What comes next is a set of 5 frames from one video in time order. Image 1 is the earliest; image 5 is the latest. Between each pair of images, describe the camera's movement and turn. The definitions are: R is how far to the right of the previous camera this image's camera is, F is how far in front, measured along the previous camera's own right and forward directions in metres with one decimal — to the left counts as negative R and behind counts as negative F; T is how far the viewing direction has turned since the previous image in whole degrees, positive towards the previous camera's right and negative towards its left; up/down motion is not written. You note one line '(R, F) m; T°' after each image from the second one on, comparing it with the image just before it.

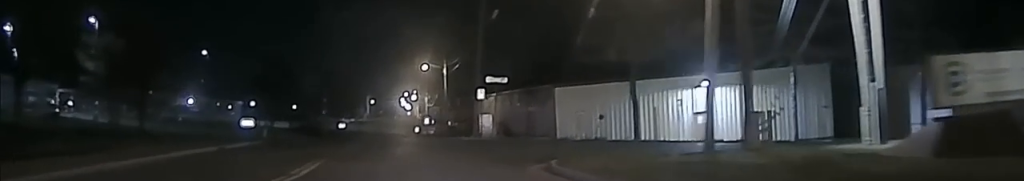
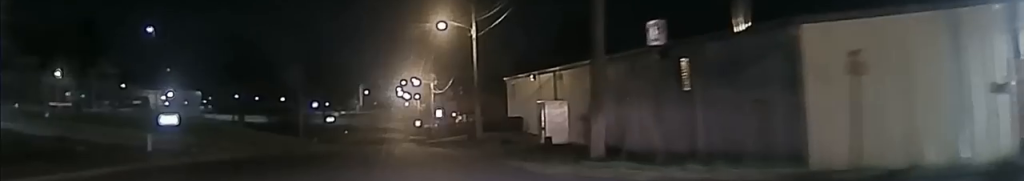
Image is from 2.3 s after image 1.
(+1.1, +35.1) m; 0°
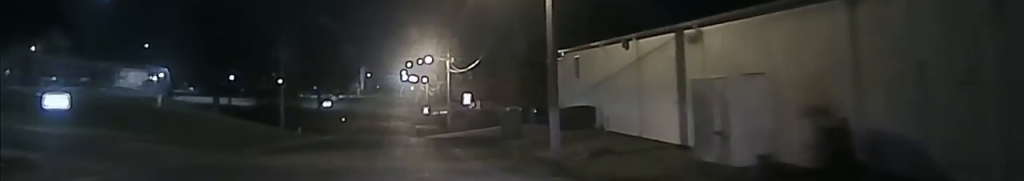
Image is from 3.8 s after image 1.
(-0.6, +22.1) m; 0°
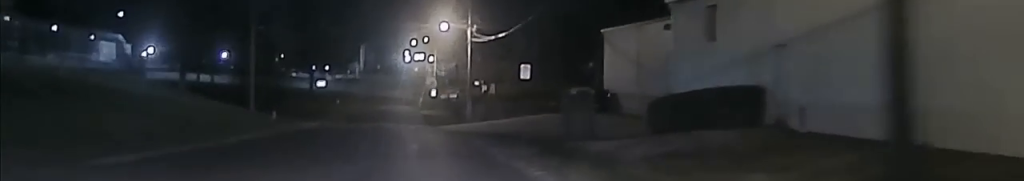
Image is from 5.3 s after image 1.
(+0.7, +19.0) m; +3°
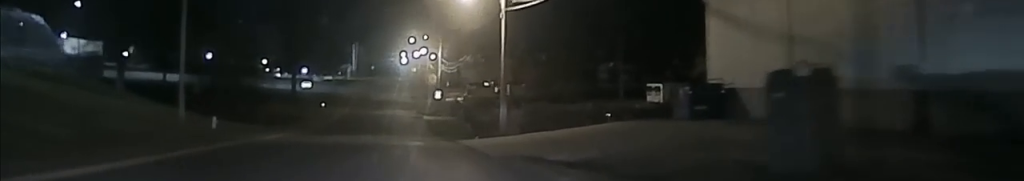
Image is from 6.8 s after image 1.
(+0.1, +22.1) m; -1°
